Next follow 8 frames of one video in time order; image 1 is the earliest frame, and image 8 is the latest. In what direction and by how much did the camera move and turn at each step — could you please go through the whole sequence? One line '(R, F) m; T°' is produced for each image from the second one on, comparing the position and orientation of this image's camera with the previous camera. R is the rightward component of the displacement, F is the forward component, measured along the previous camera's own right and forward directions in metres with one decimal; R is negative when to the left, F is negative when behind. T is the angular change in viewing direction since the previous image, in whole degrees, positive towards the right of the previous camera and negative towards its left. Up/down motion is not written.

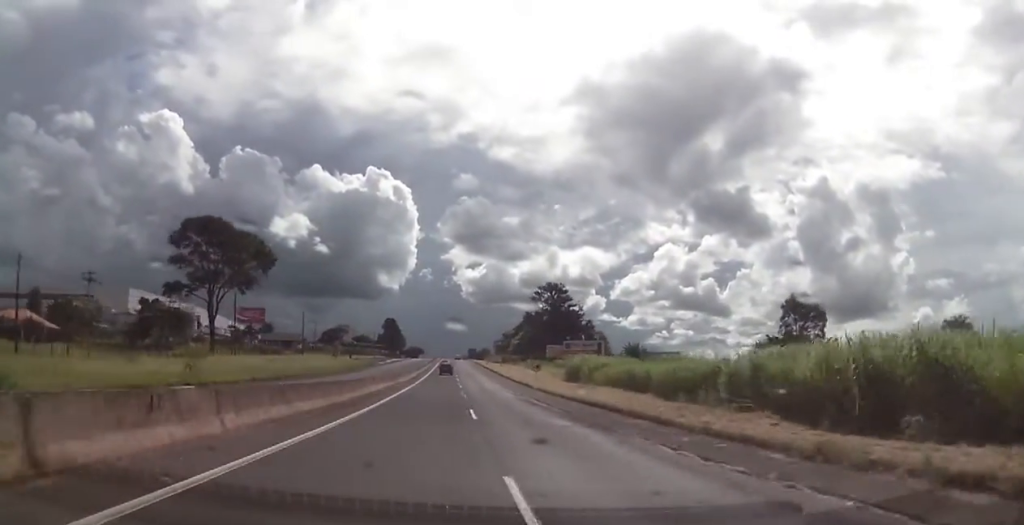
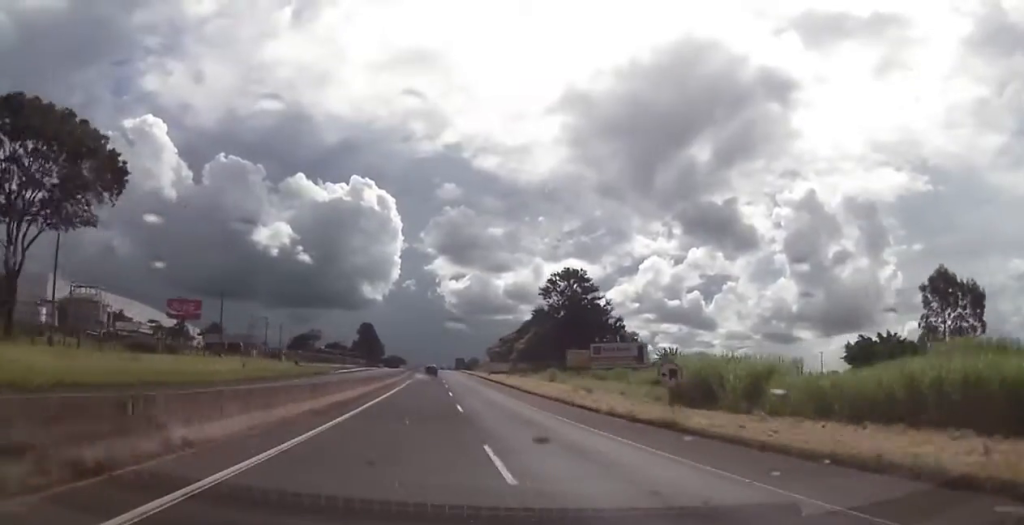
(-0.4, +44.2) m; 0°
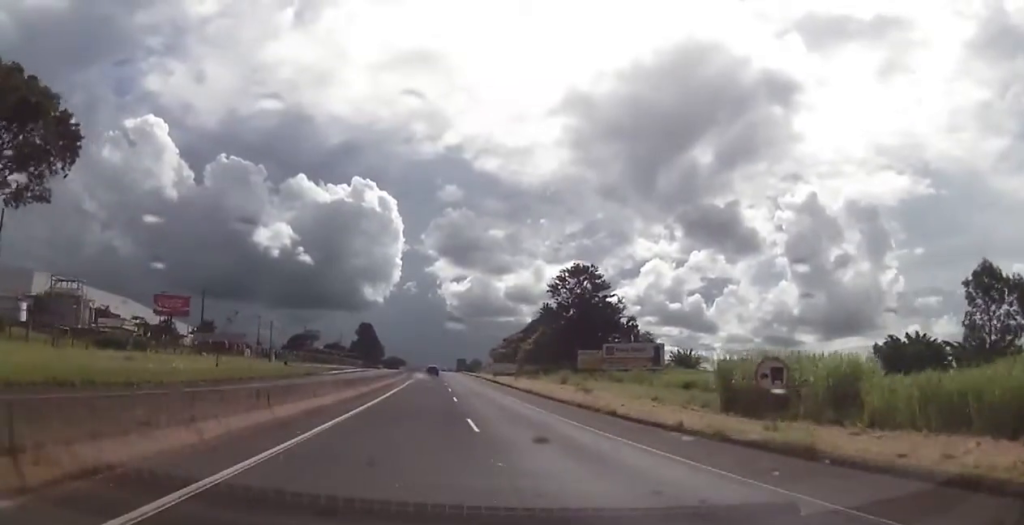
(0.0, +8.4) m; 0°
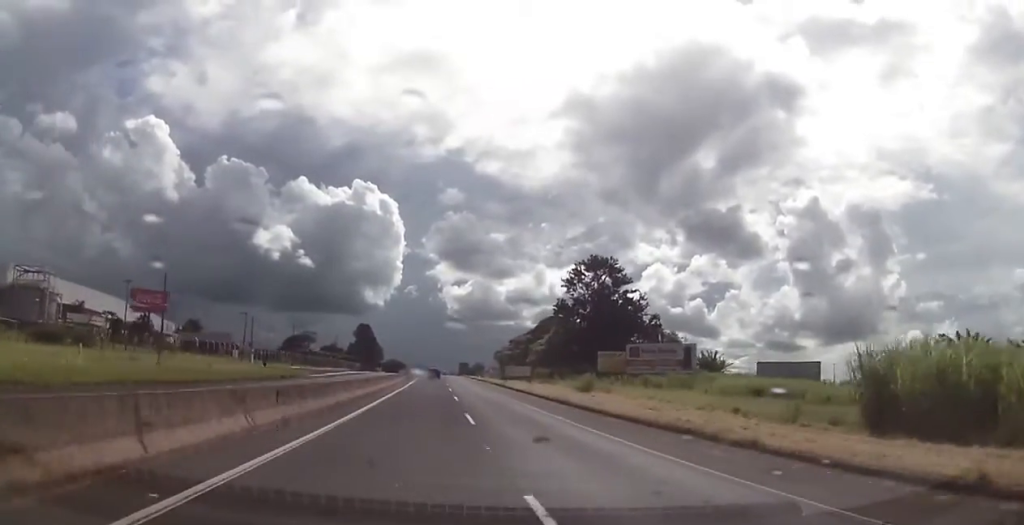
(-0.1, +13.3) m; +1°
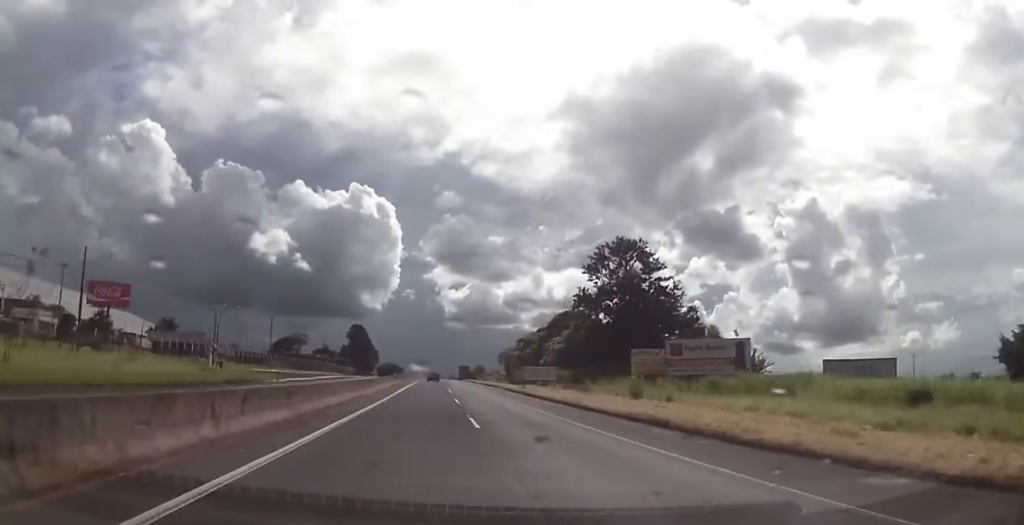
(+0.4, +18.1) m; 0°
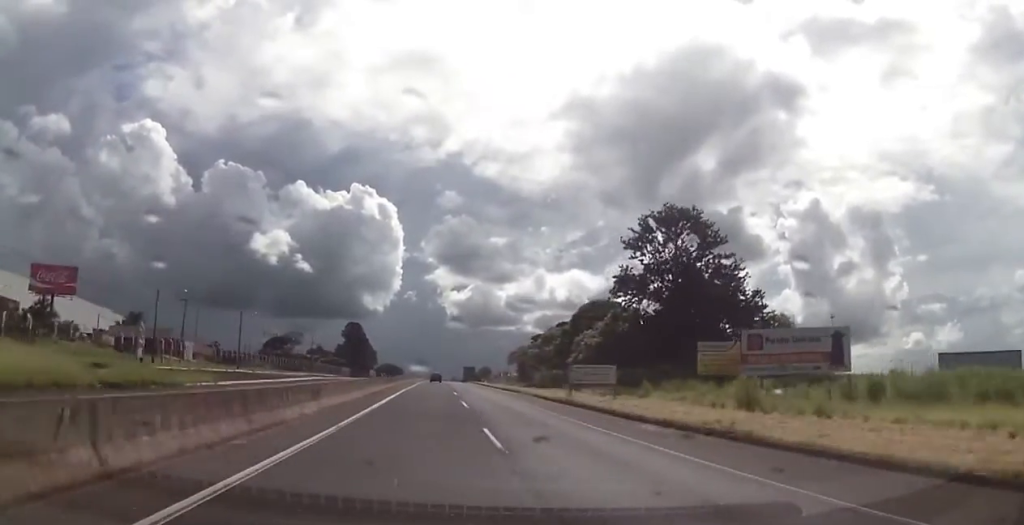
(-0.3, +20.7) m; 0°
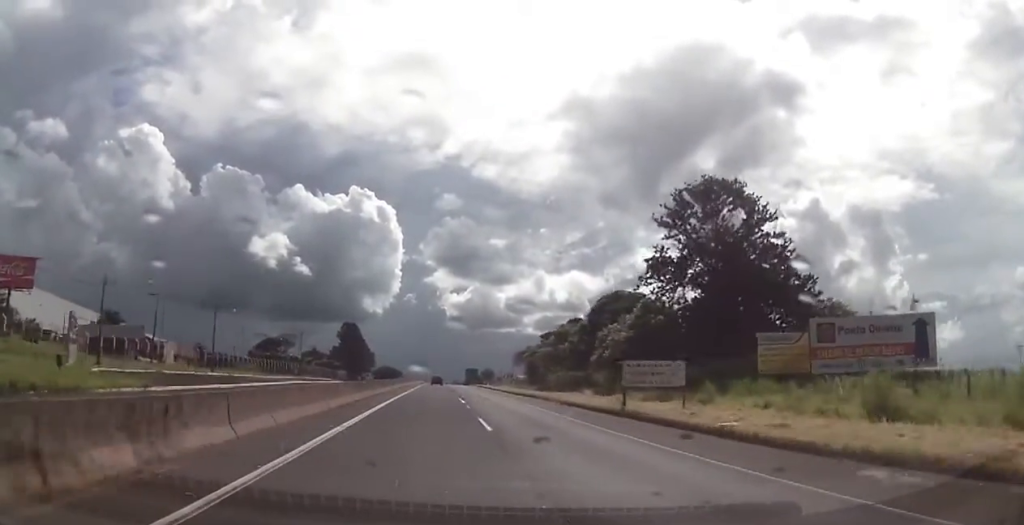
(0.0, +12.3) m; 0°
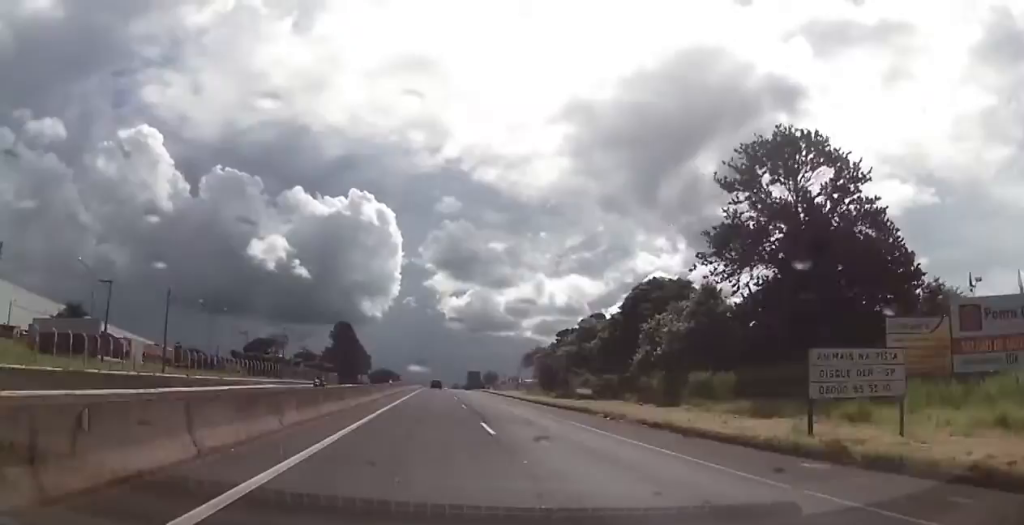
(+0.3, +16.2) m; +1°
